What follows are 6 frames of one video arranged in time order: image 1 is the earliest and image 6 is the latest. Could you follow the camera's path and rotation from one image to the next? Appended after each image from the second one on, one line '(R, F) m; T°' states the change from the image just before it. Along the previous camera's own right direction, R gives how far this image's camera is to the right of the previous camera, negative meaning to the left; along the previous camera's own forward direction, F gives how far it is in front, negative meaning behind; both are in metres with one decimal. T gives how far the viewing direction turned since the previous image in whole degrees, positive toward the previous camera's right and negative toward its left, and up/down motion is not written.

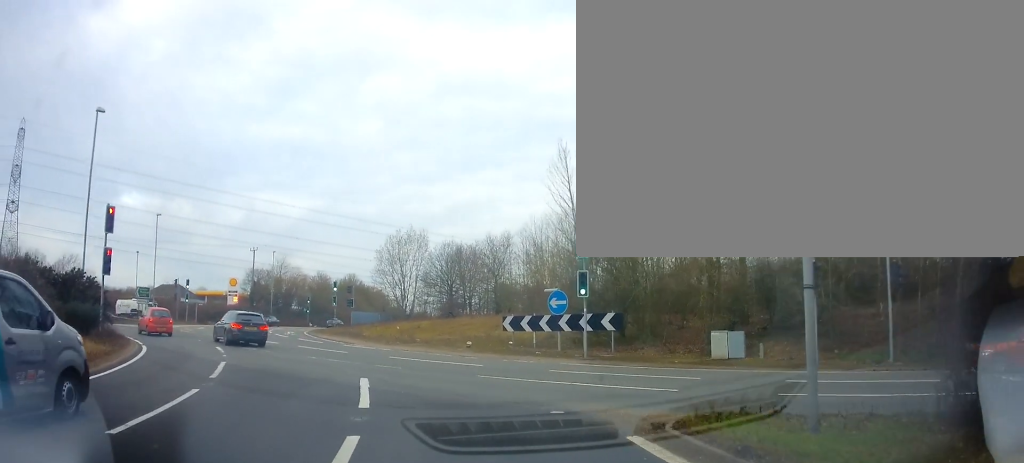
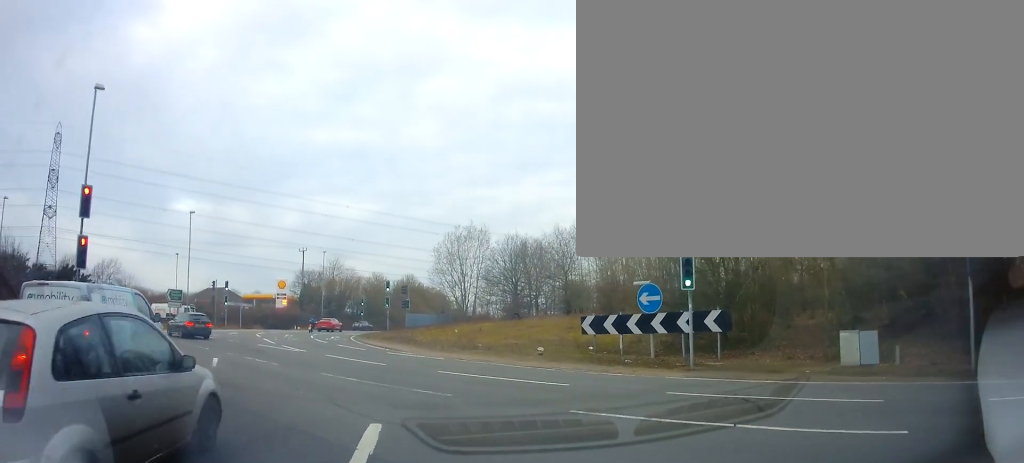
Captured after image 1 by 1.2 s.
(-0.3, +6.4) m; -8°
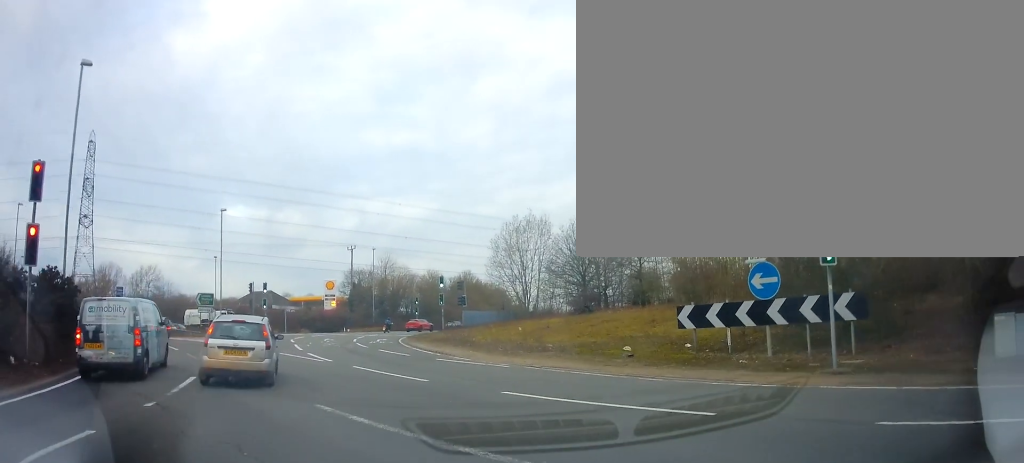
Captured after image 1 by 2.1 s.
(-0.4, +5.5) m; -6°
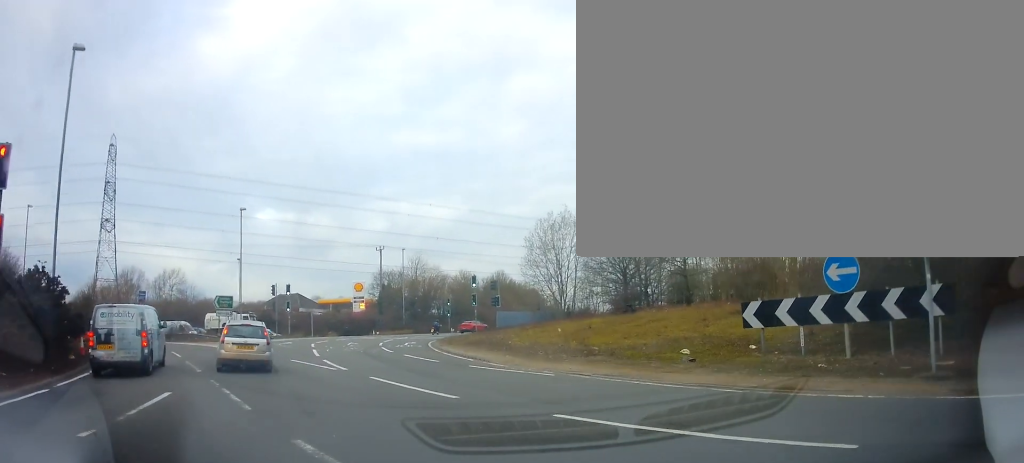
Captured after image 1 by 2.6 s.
(-0.1, +2.8) m; -1°
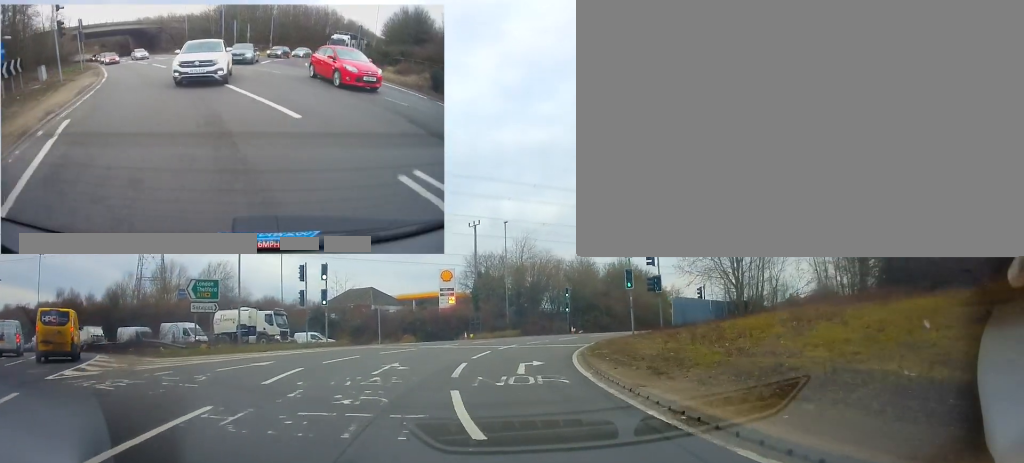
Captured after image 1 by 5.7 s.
(-1.0, +21.8) m; -5°
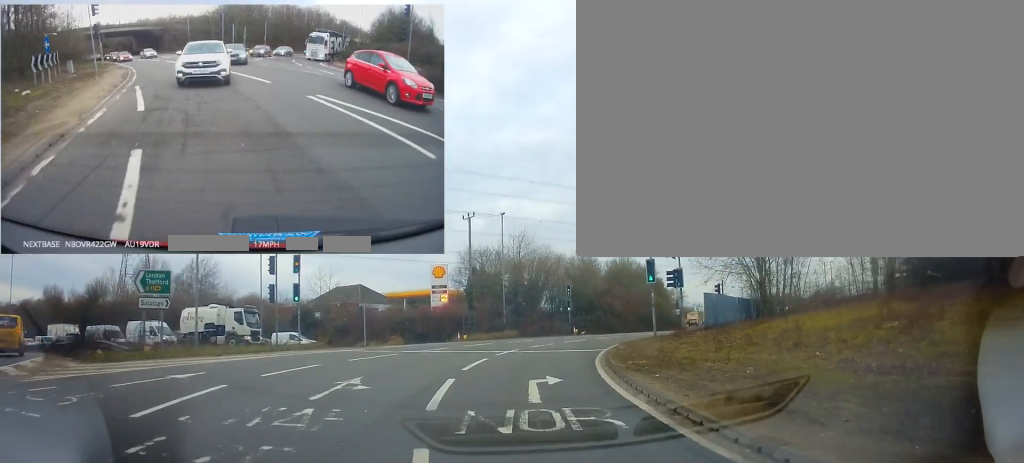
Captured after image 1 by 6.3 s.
(0.0, +4.8) m; +1°
